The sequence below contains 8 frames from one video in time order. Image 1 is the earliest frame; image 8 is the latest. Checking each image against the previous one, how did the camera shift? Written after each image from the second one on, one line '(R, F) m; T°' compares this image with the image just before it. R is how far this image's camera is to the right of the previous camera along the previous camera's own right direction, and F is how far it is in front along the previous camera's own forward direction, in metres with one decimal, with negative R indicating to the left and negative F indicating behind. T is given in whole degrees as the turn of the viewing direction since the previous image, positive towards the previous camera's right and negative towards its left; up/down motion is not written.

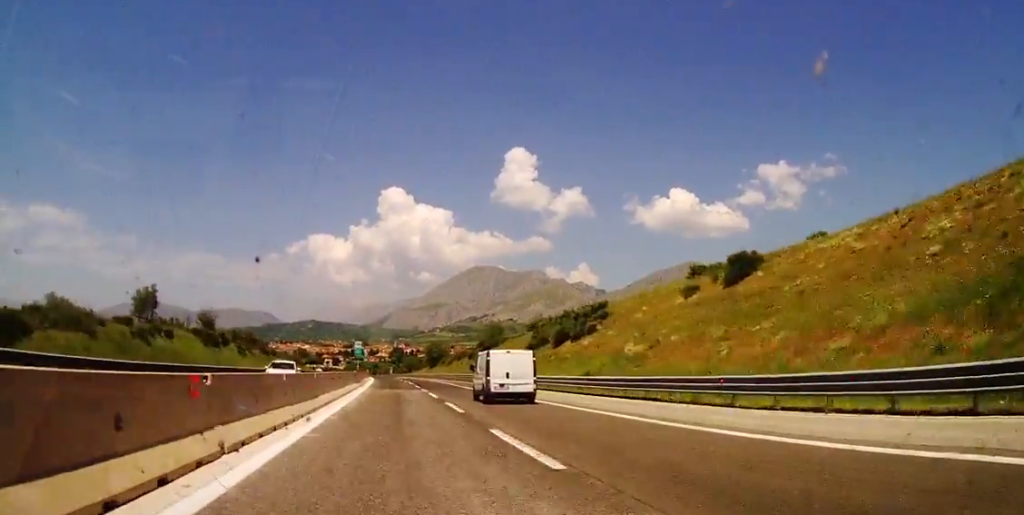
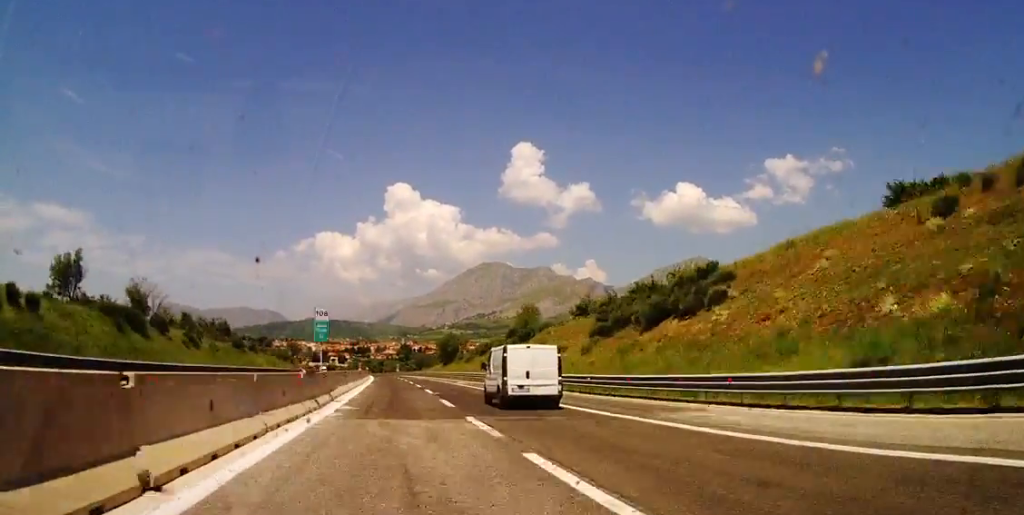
(-0.3, +27.7) m; -1°
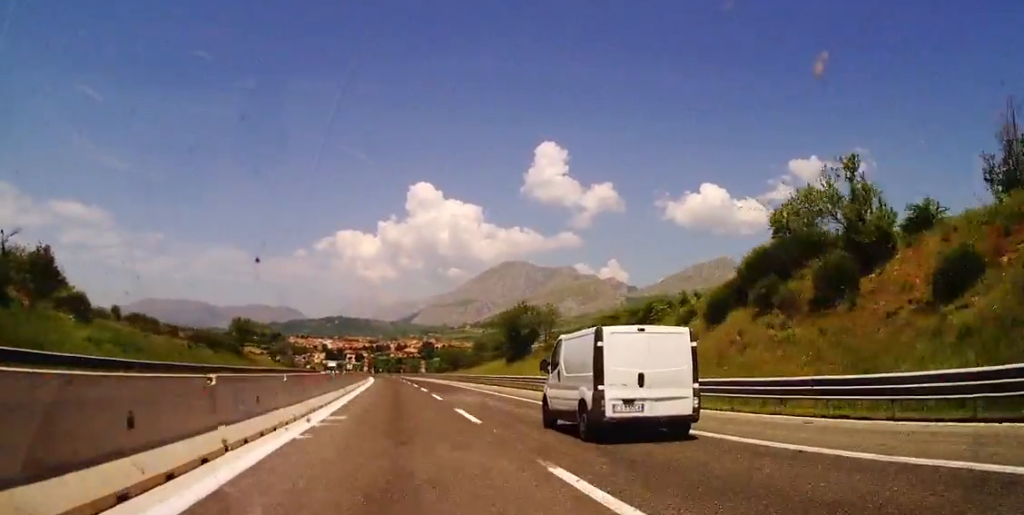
(-0.1, +71.2) m; -1°
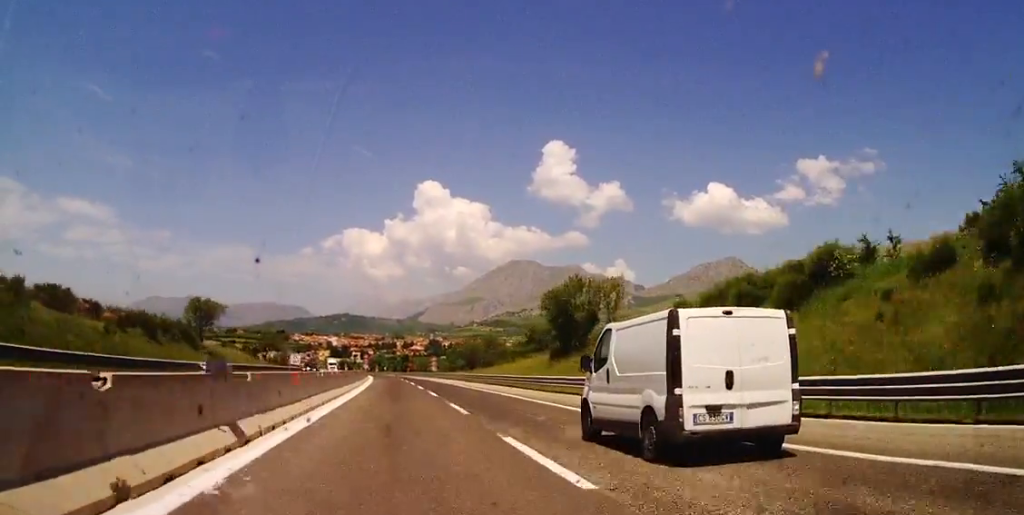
(-0.3, +22.4) m; -1°
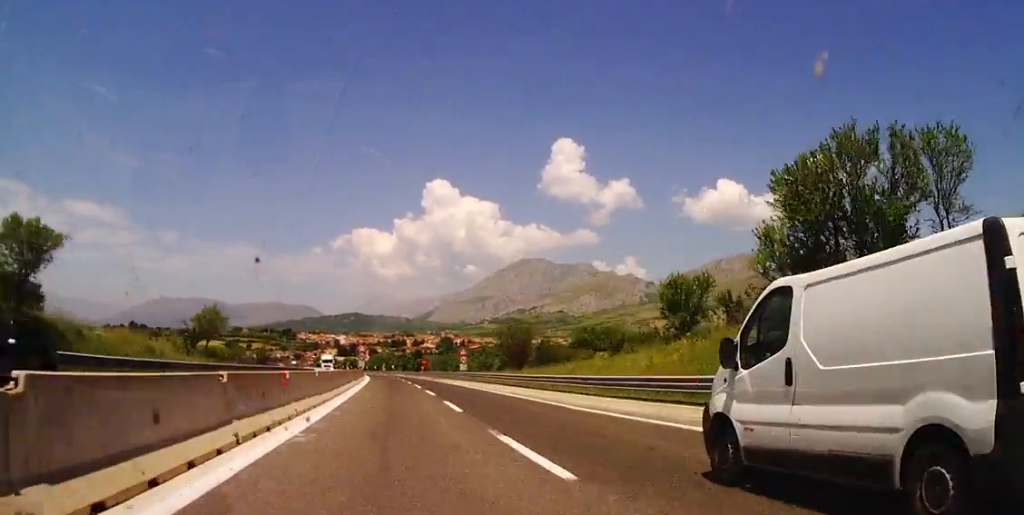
(-0.4, +38.6) m; -1°
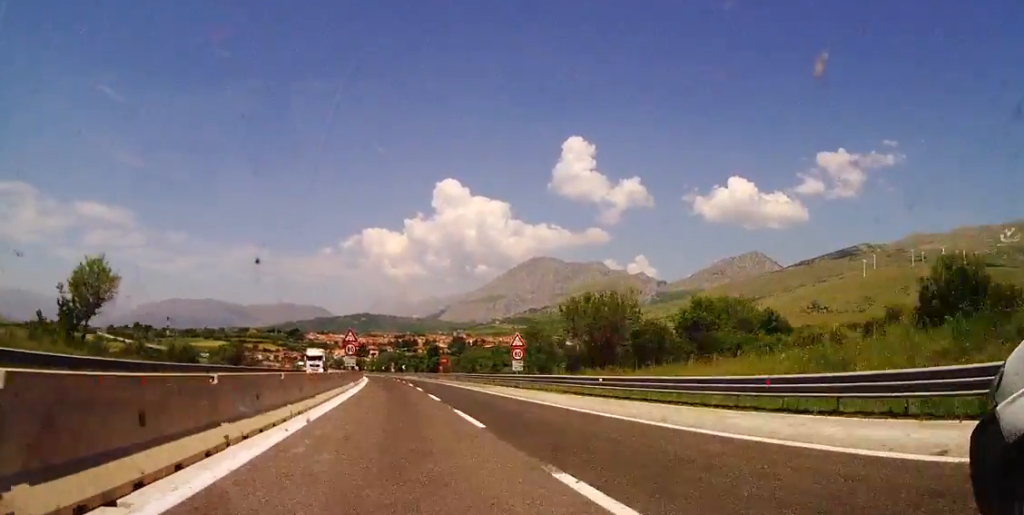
(-0.1, +31.2) m; 0°
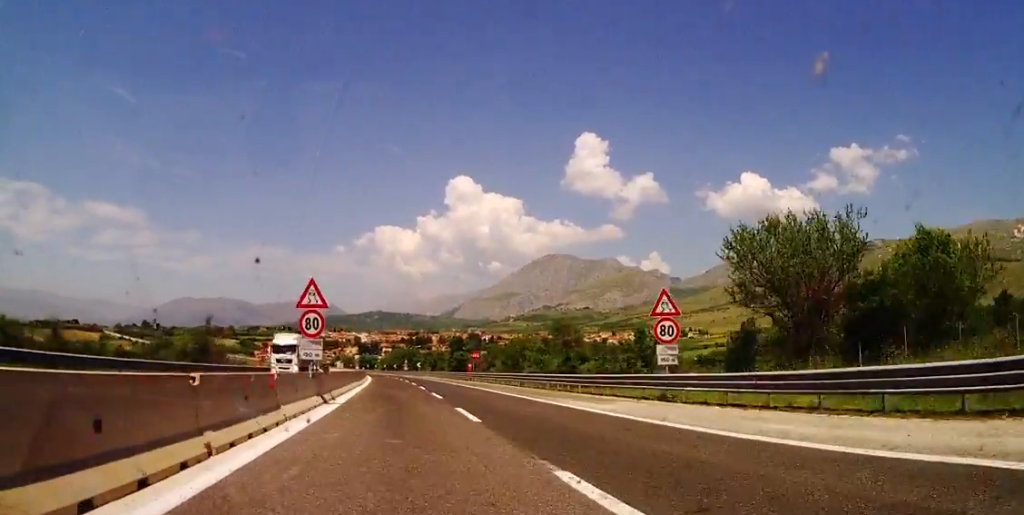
(-0.3, +26.2) m; 0°
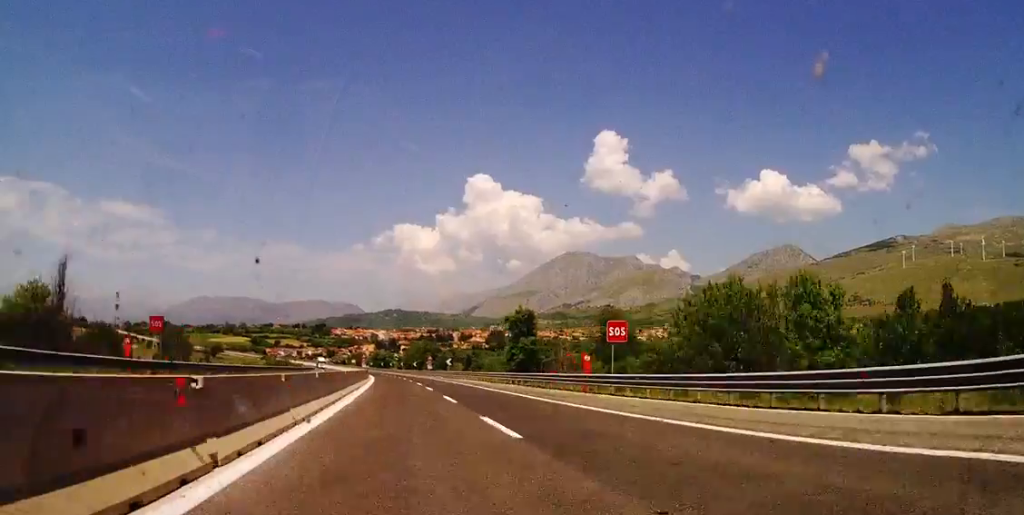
(-0.1, +44.6) m; -2°
